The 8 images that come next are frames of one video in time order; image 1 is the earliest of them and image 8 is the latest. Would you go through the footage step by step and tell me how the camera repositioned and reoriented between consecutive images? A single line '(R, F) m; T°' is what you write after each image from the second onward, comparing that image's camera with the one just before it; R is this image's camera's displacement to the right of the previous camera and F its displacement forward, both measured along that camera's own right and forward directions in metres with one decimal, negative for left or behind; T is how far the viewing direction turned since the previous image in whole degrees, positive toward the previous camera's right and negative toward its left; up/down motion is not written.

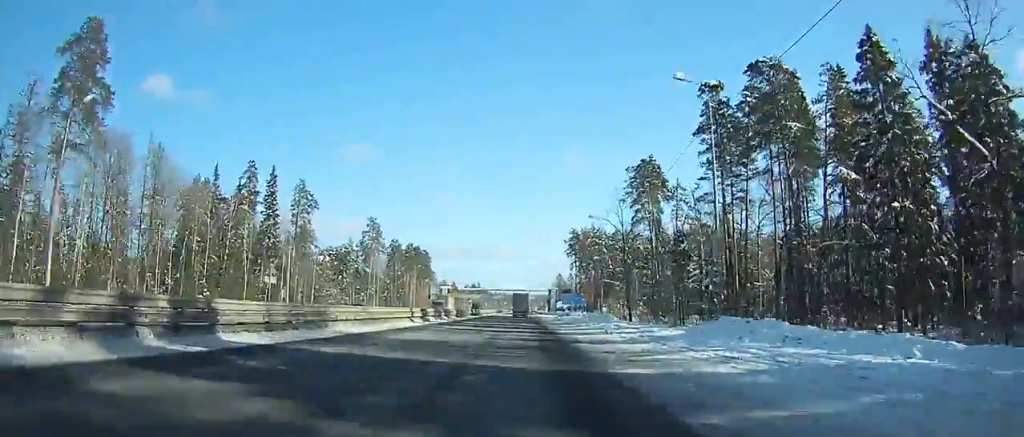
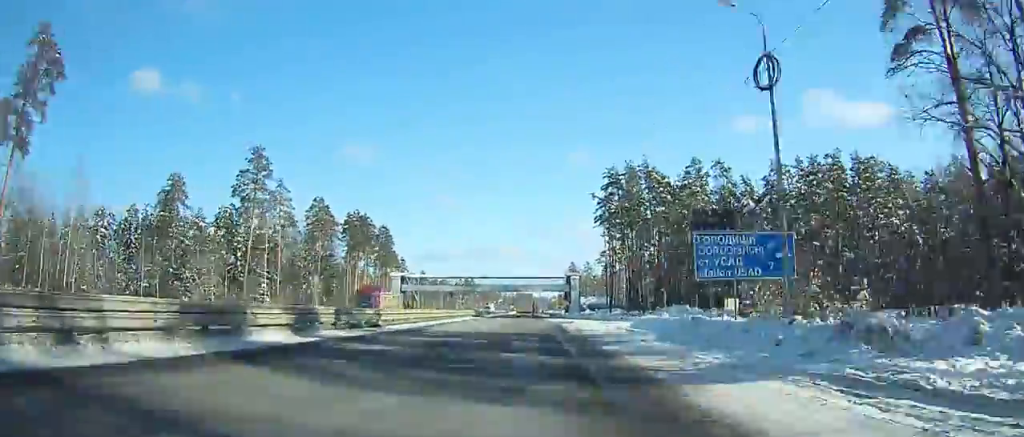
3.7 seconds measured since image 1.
(+2.3, +79.9) m; +1°
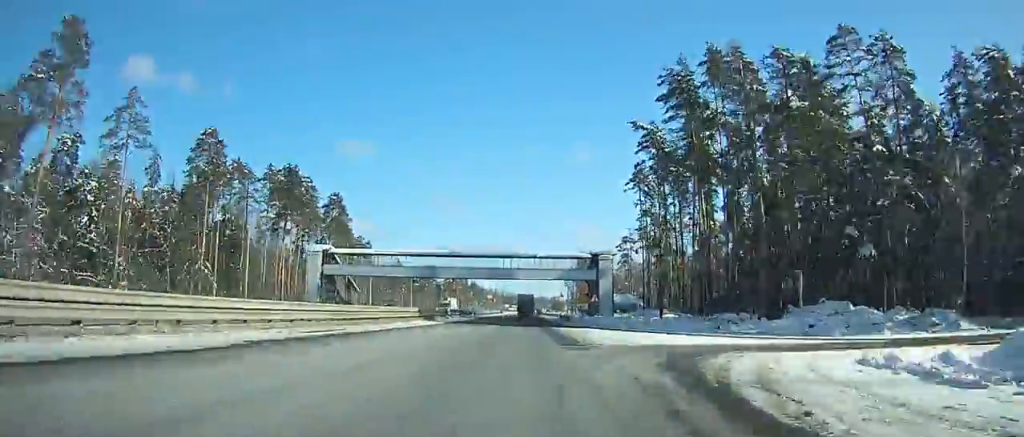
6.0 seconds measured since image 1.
(+2.1, +47.0) m; -3°
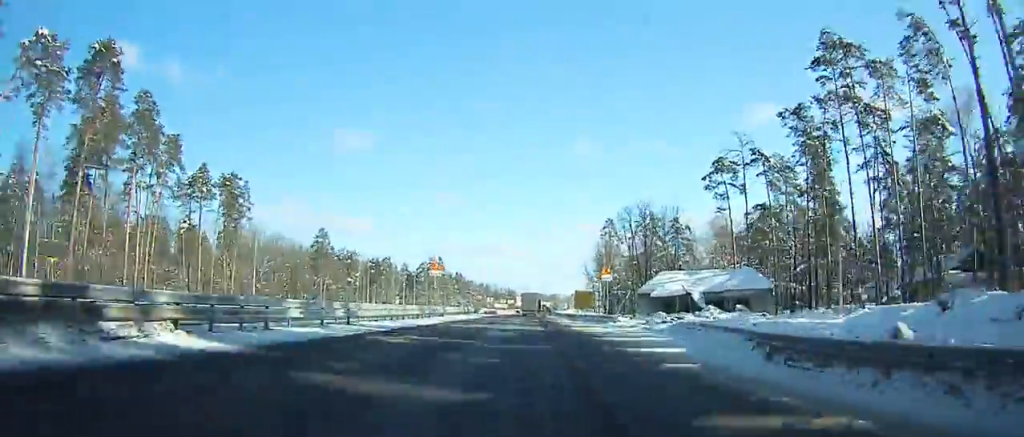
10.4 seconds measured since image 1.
(-5.5, +82.1) m; 0°
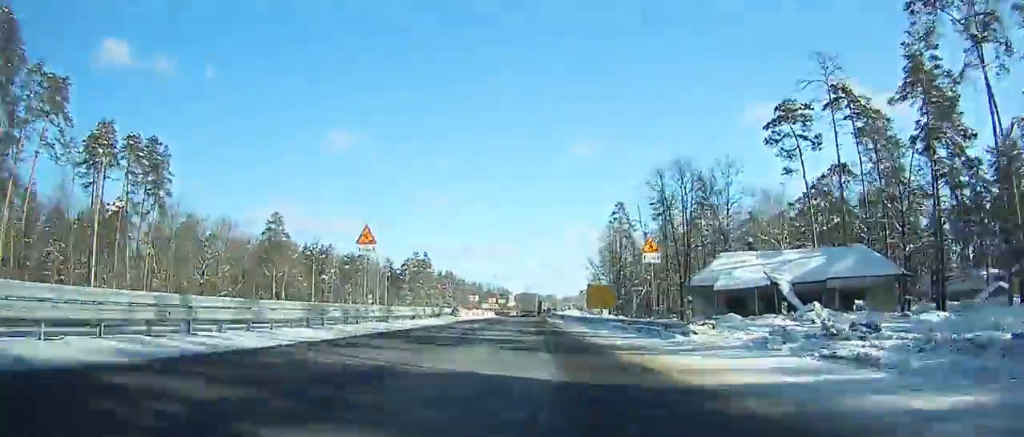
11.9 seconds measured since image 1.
(+1.2, +26.1) m; +2°
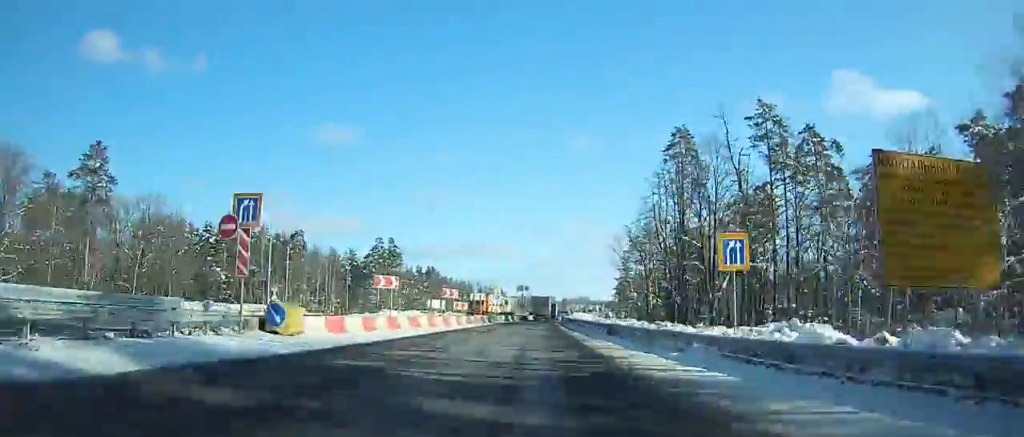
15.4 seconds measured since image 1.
(-0.6, +54.8) m; 0°
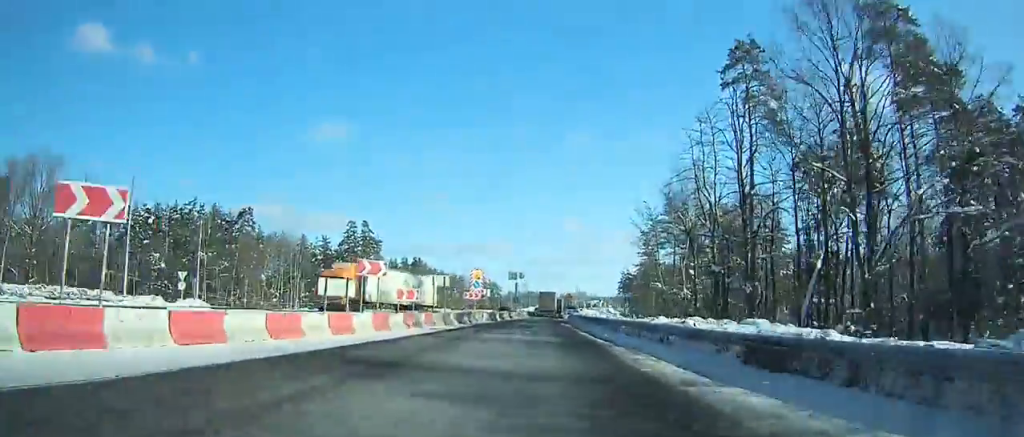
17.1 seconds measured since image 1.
(+0.2, +24.7) m; +1°
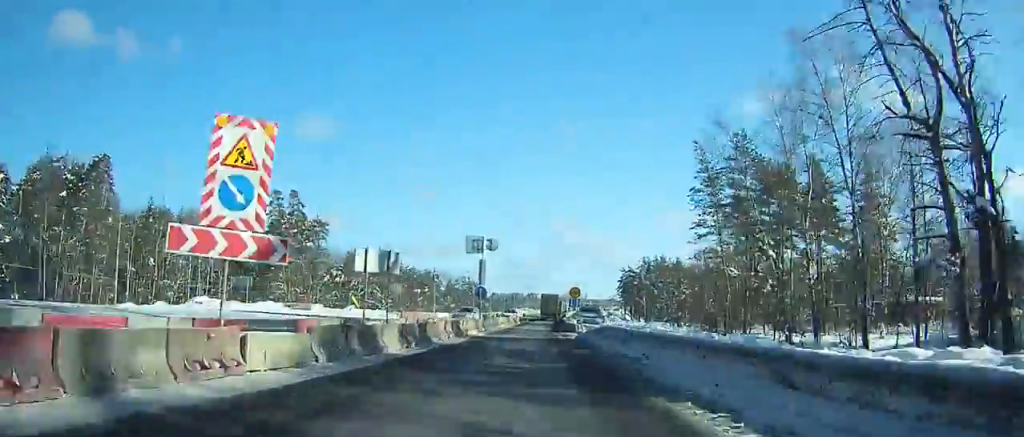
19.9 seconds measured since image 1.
(+0.5, +38.4) m; 0°
